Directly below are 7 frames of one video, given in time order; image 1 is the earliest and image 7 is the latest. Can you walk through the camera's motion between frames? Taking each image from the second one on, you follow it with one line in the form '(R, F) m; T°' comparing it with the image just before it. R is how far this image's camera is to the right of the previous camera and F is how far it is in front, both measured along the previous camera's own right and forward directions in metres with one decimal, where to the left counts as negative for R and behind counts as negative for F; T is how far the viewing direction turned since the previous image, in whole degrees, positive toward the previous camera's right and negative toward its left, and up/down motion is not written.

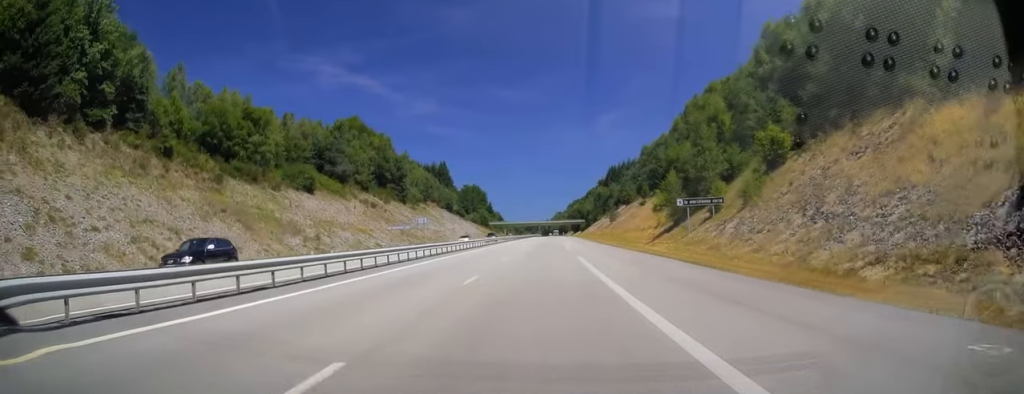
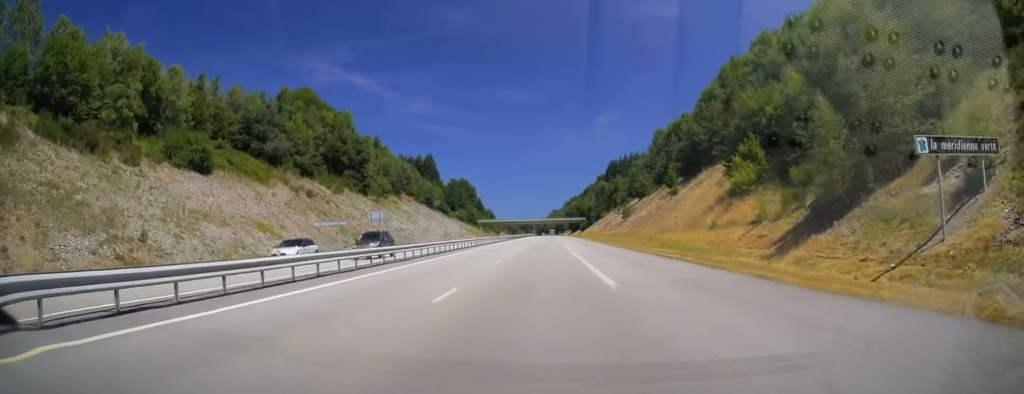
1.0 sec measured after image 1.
(+0.1, +30.5) m; +1°
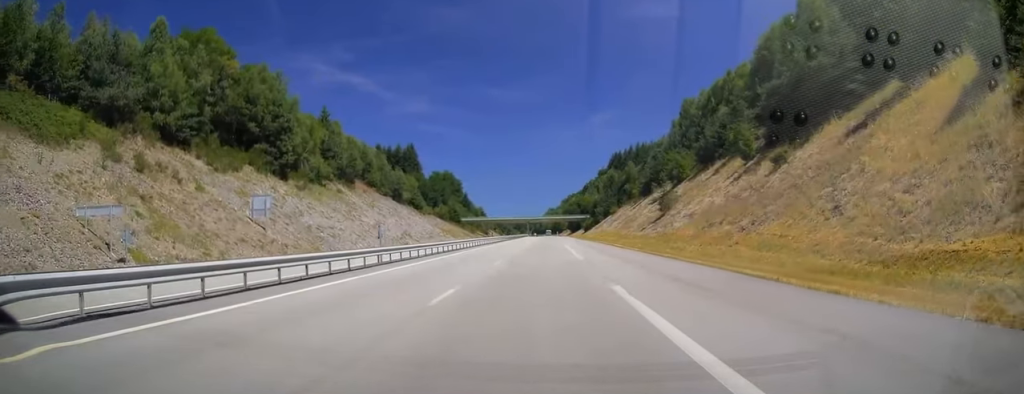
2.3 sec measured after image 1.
(+0.5, +38.8) m; +1°
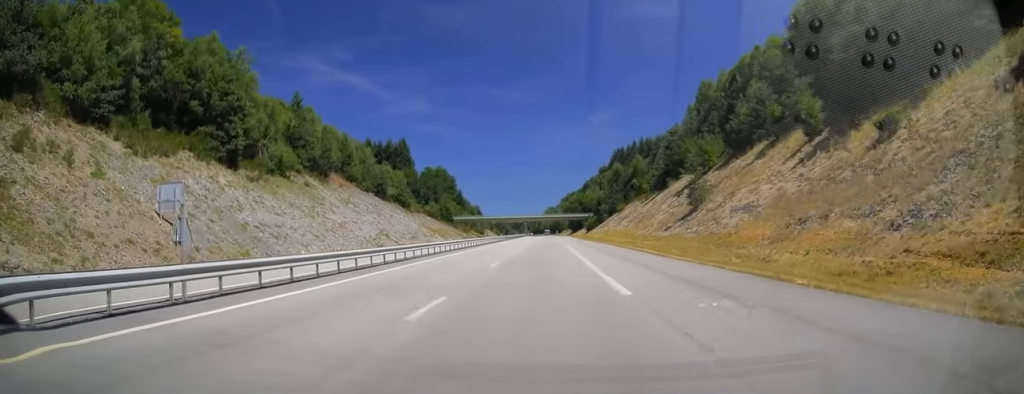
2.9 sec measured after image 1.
(0.0, +15.2) m; 0°
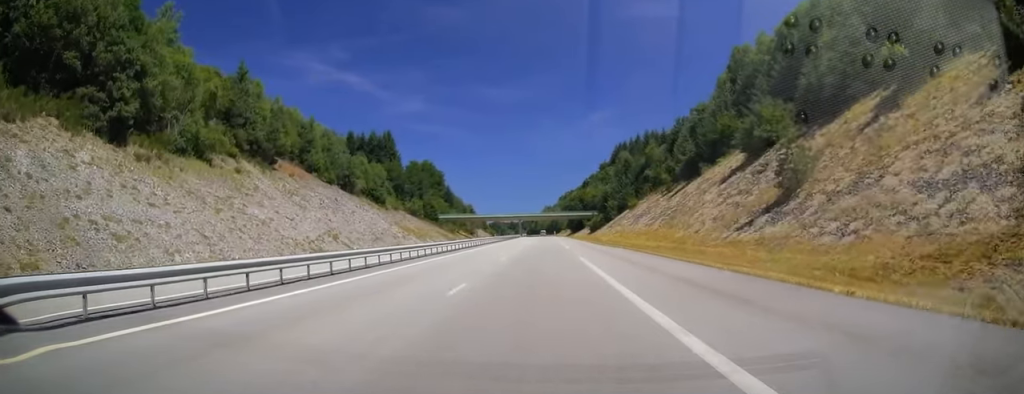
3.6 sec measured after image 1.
(-0.1, +22.6) m; 0°
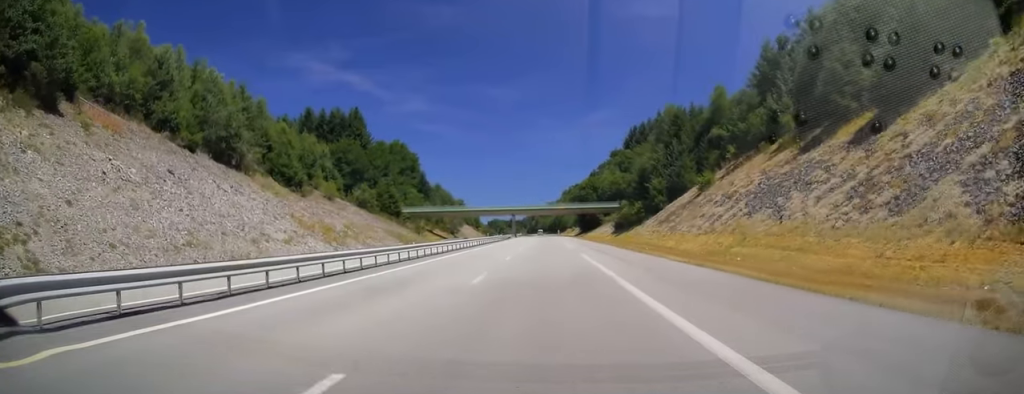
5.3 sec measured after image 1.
(+0.2, +49.2) m; 0°
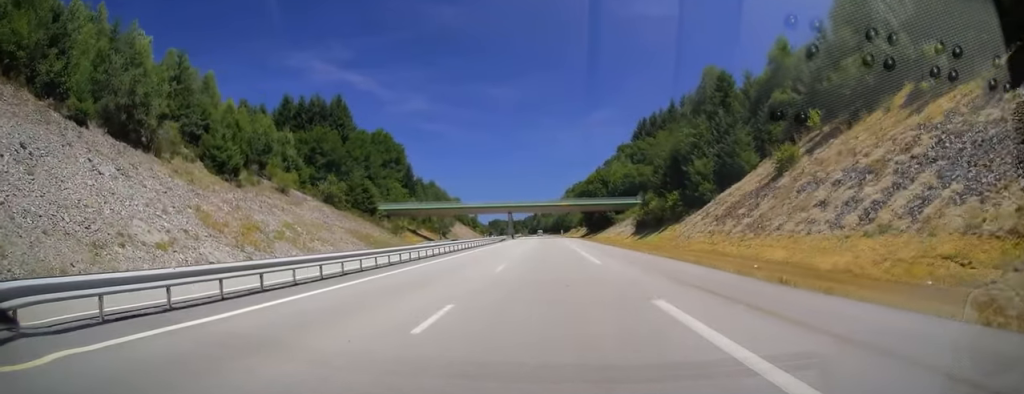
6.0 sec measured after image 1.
(-0.3, +20.7) m; 0°
